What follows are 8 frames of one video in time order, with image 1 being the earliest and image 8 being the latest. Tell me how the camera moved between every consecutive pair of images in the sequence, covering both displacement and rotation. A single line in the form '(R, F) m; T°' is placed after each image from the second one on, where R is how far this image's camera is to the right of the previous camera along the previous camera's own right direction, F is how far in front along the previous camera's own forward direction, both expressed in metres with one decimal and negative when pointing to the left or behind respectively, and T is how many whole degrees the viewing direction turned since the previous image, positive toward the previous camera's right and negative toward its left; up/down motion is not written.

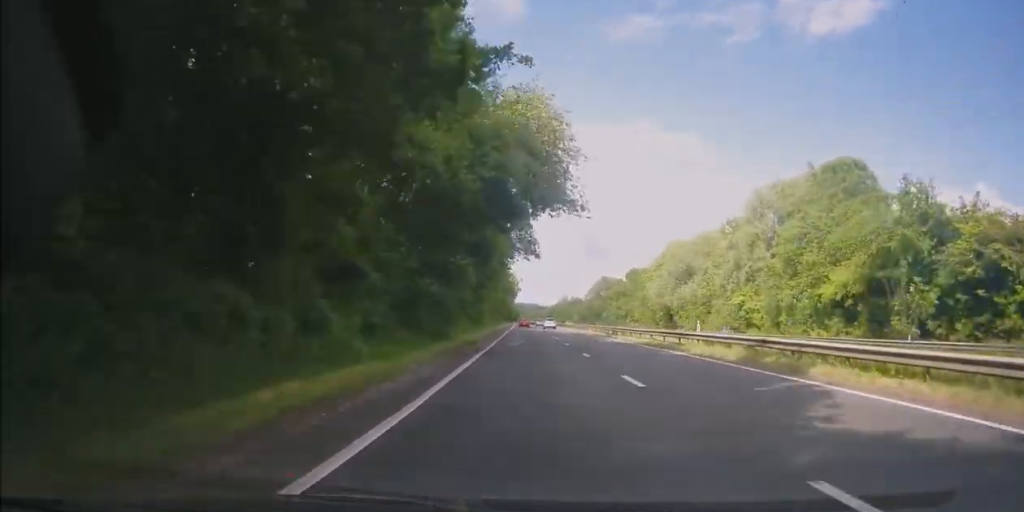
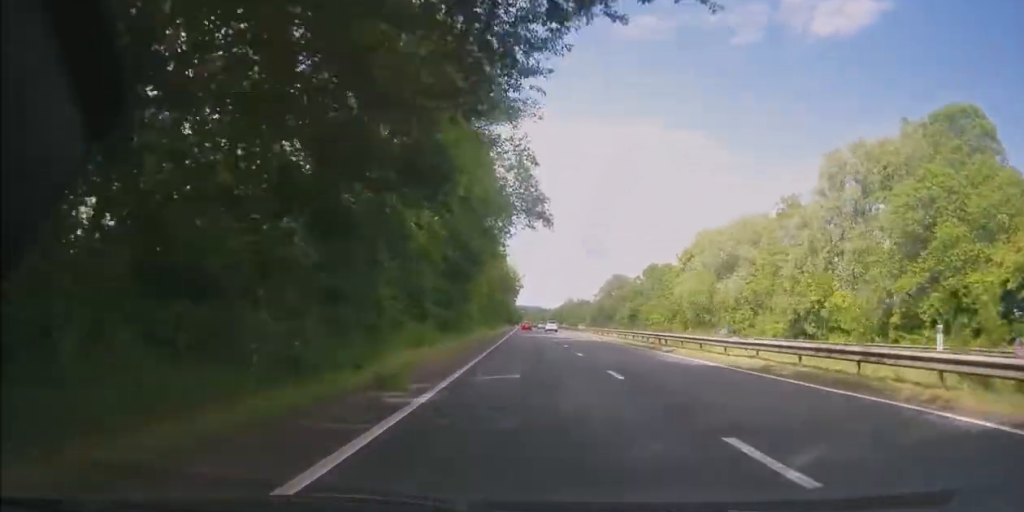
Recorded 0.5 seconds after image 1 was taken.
(0.0, +16.2) m; 0°
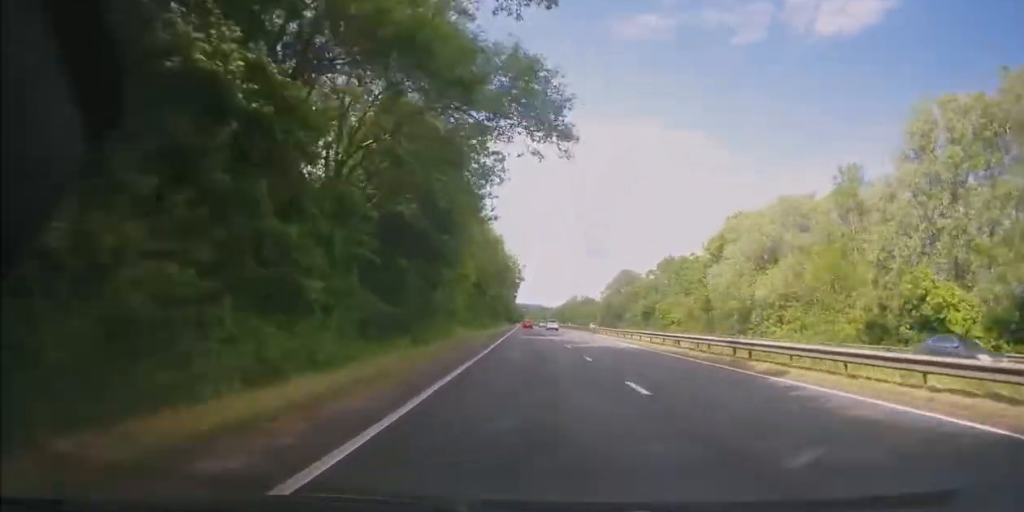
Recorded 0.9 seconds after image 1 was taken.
(0.0, +12.2) m; 0°
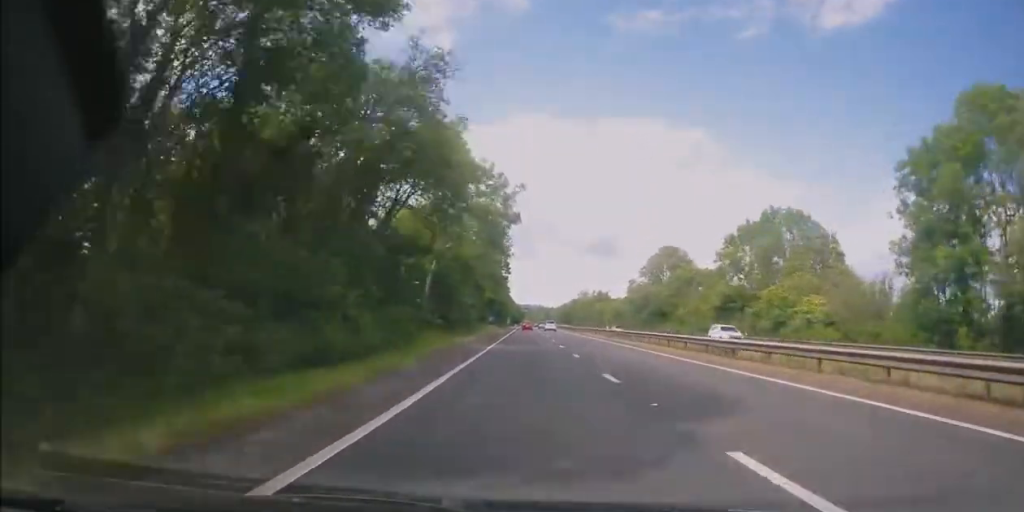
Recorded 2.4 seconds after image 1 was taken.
(-0.3, +43.8) m; -1°
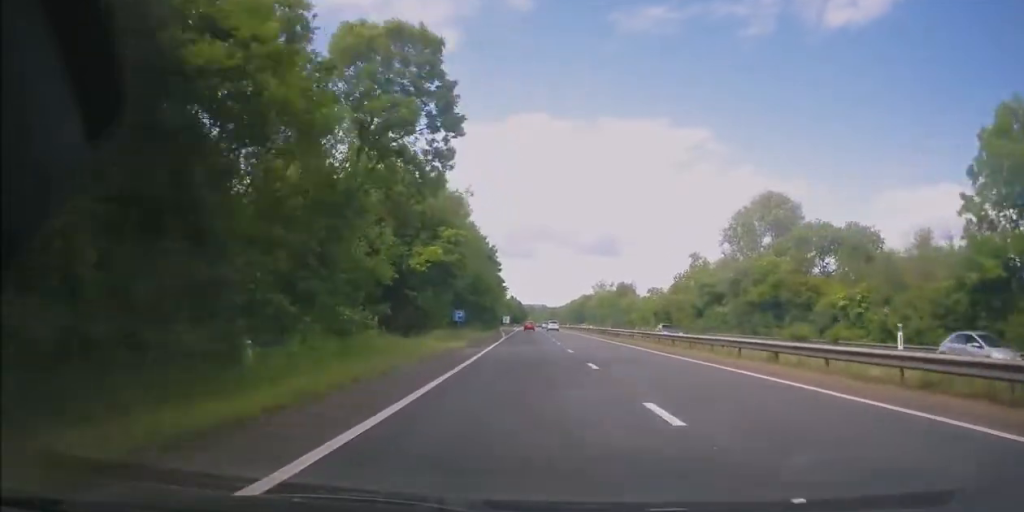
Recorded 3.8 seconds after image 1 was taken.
(-0.4, +42.3) m; -1°
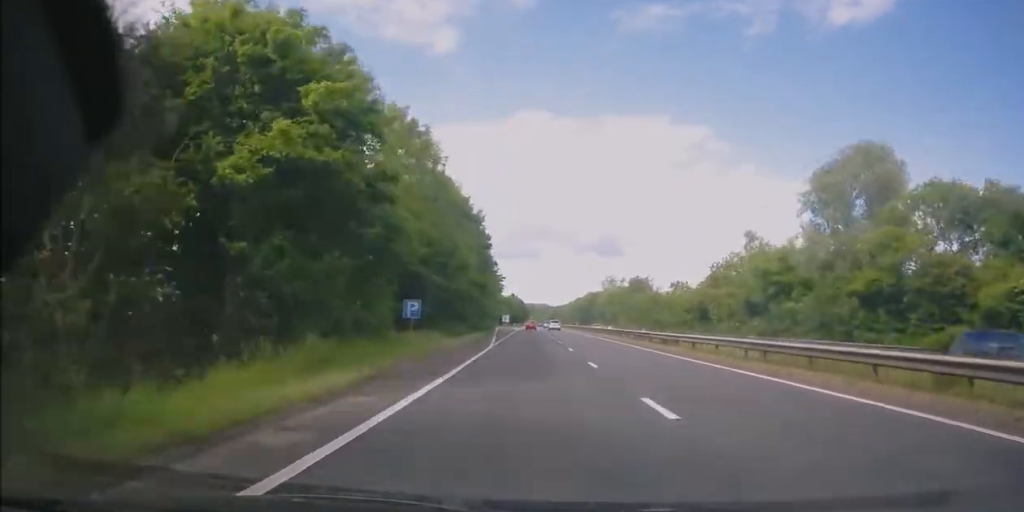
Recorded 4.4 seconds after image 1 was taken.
(-0.2, +18.0) m; 0°
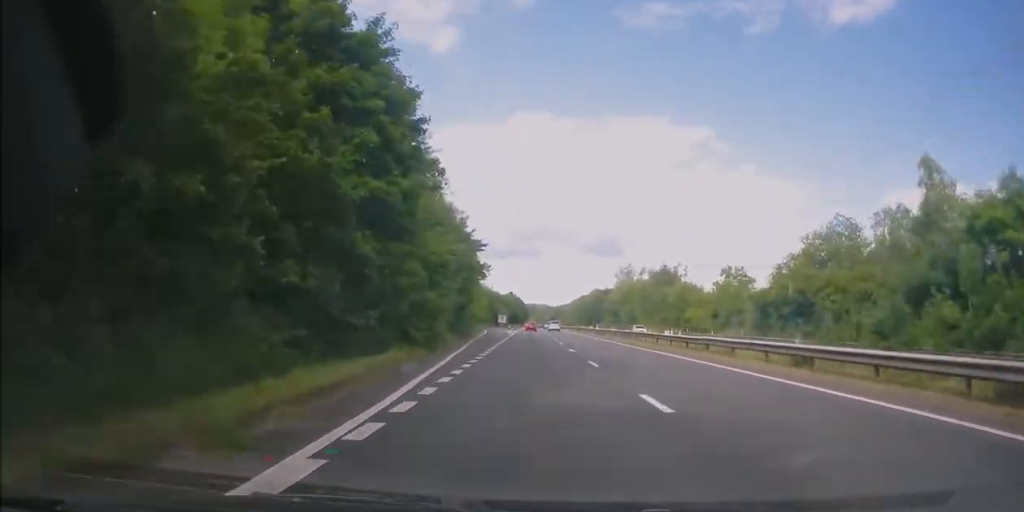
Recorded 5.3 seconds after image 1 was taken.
(+0.3, +27.0) m; +1°
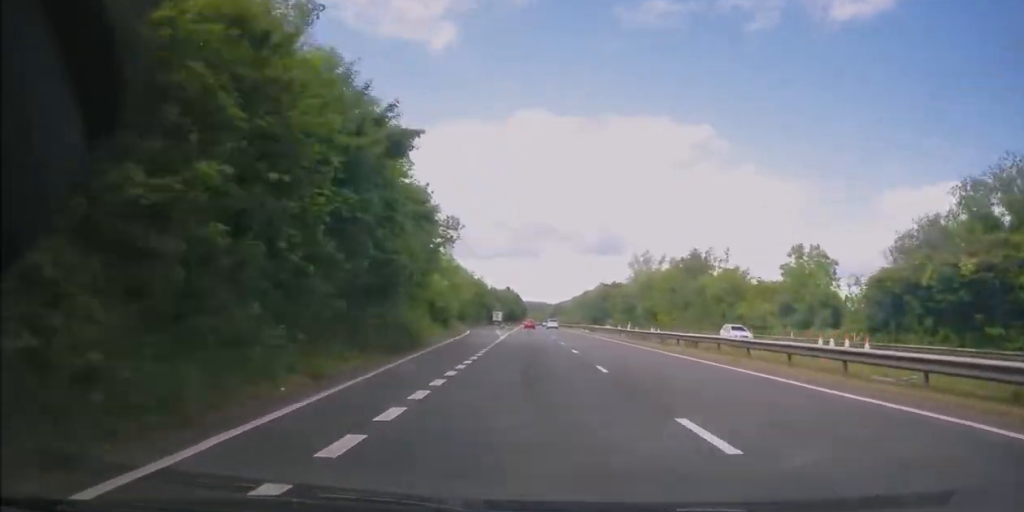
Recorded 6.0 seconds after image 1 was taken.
(0.0, +21.2) m; 0°
